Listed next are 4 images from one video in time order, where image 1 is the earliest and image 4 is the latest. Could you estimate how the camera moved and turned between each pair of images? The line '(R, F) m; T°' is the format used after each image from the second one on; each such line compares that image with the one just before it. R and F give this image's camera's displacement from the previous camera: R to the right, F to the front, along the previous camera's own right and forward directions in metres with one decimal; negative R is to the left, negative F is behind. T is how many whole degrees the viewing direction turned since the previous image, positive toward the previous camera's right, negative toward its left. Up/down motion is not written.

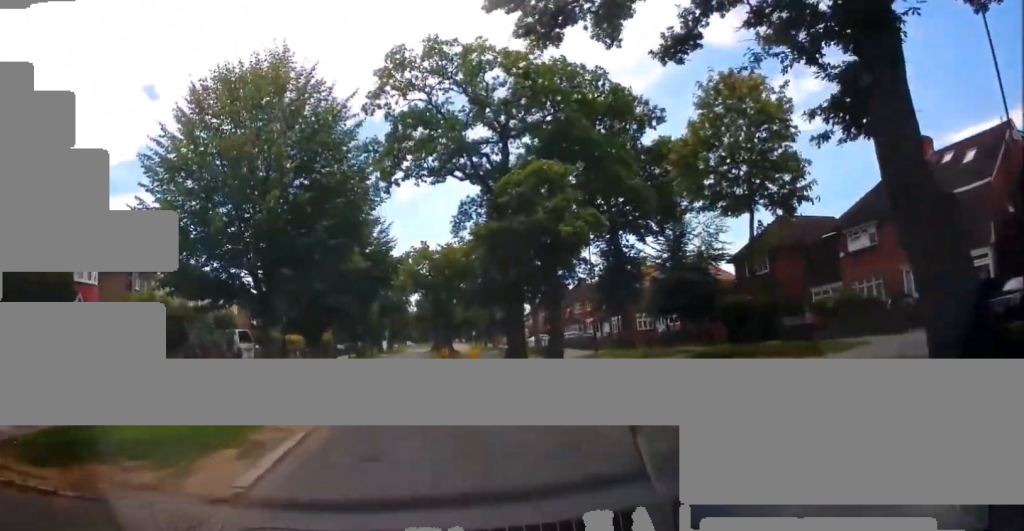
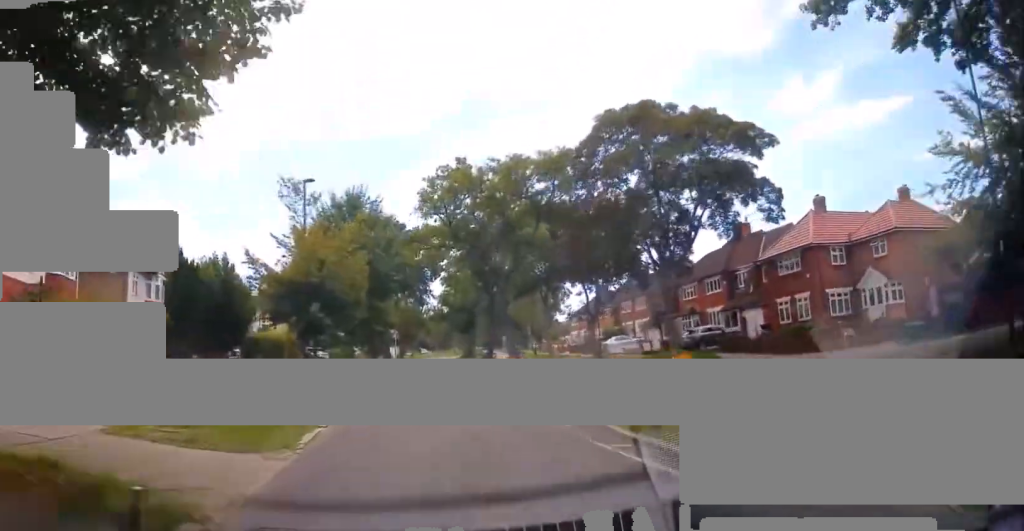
(-1.3, +32.0) m; -5°
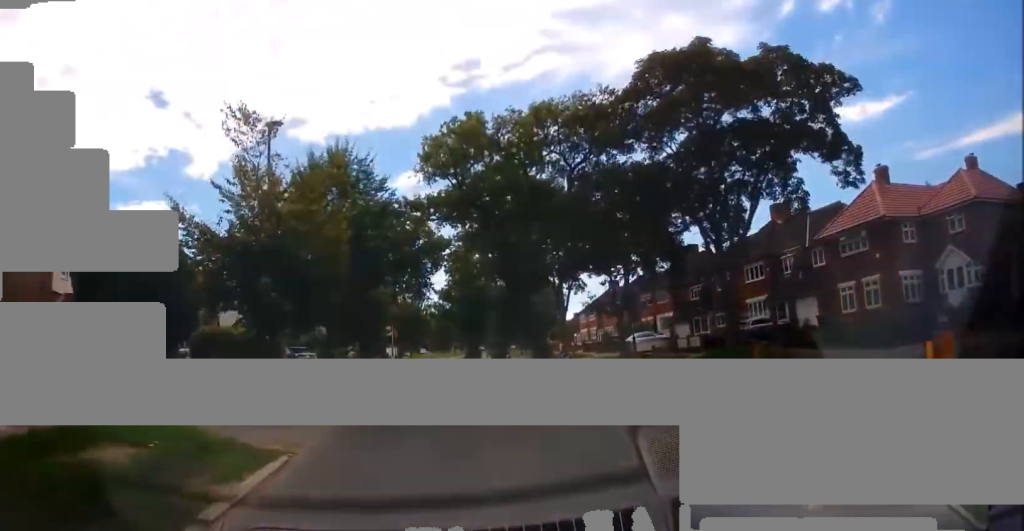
(0.0, +7.1) m; +1°
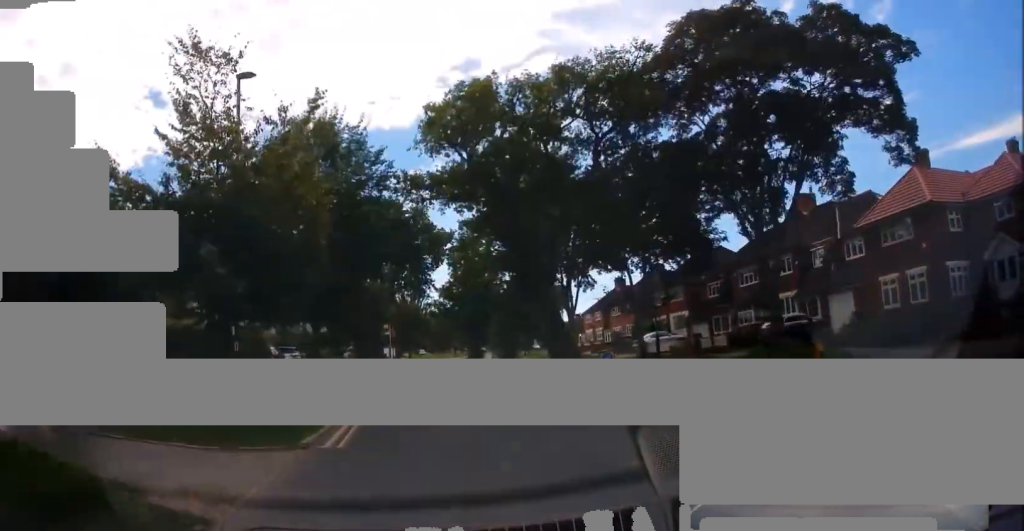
(0.0, +3.9) m; +1°
